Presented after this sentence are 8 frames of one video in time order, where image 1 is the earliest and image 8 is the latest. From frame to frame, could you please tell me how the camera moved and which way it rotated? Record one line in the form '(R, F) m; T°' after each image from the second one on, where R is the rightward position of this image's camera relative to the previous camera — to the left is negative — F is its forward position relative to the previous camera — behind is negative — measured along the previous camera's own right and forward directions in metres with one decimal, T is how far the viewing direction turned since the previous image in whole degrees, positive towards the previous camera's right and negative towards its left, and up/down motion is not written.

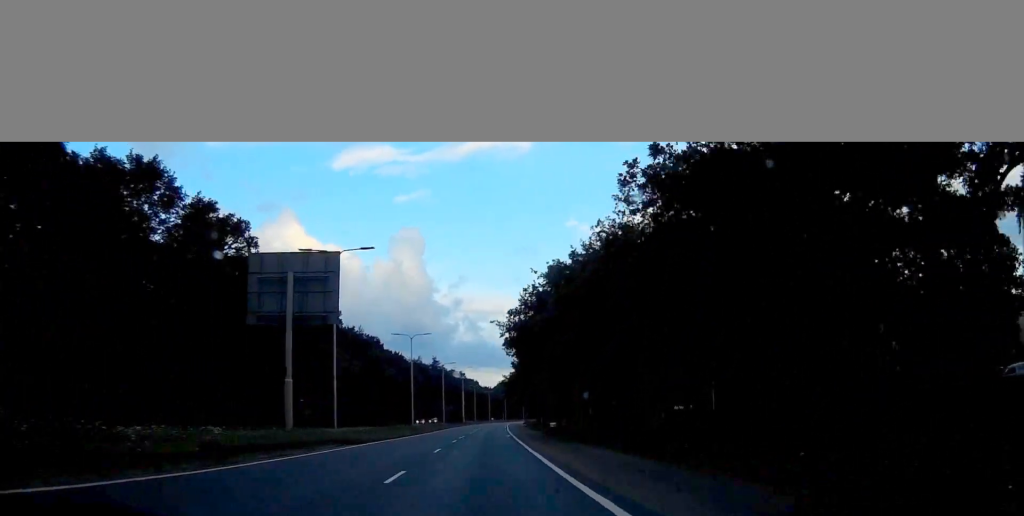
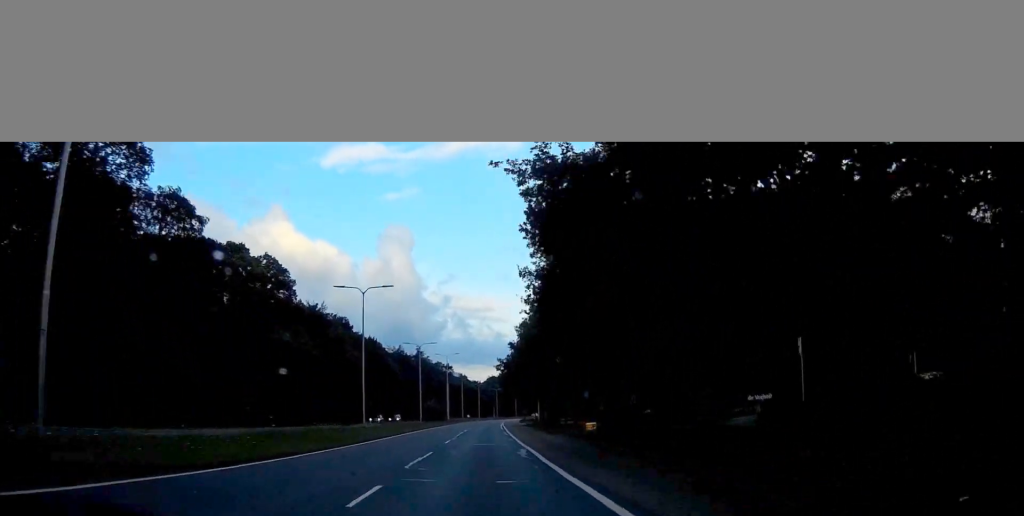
(0.0, +28.1) m; 0°
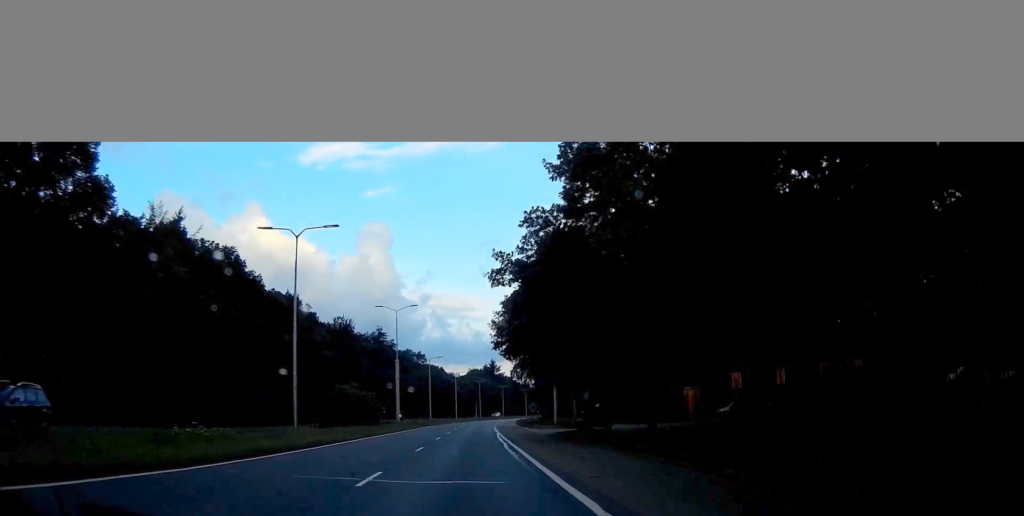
(+1.7, +58.0) m; +3°
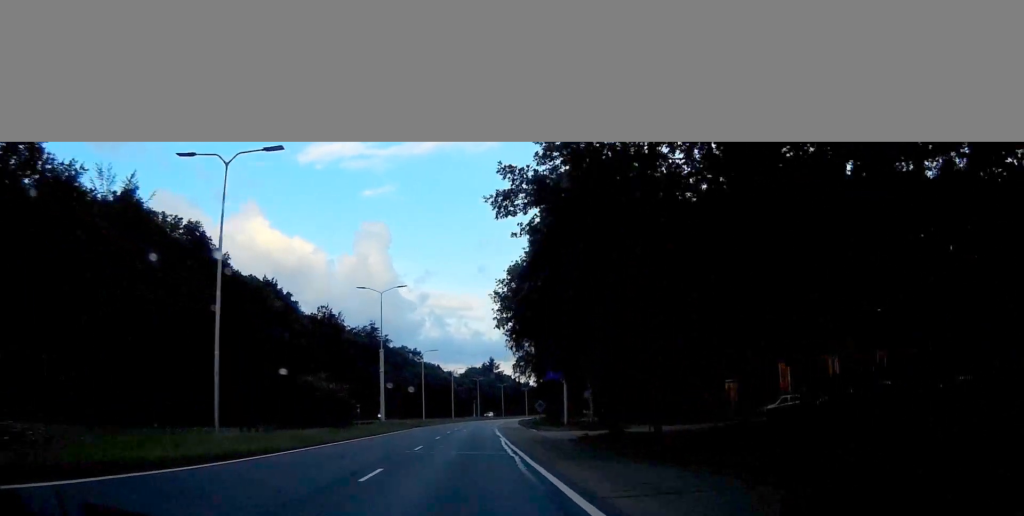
(+0.1, +11.2) m; 0°
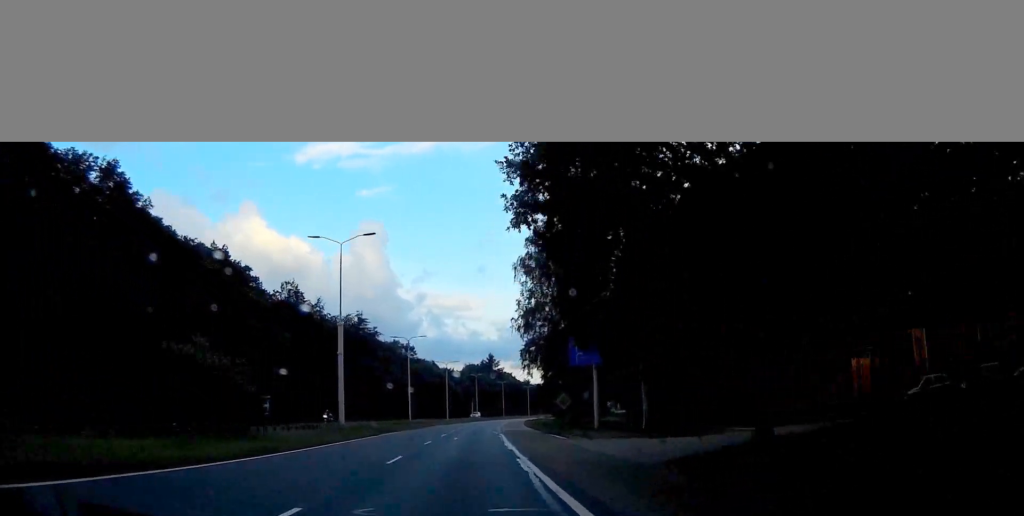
(0.0, +19.1) m; +1°
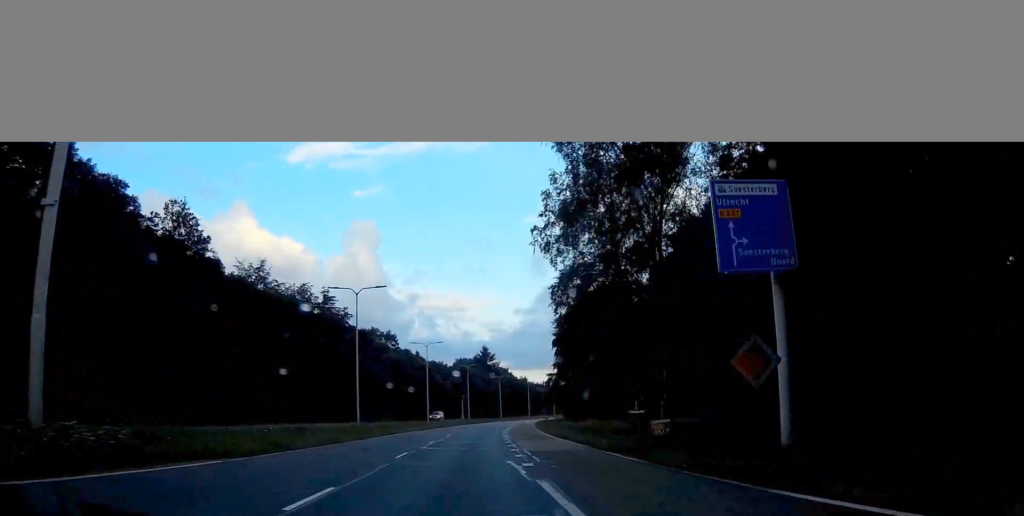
(+0.5, +33.2) m; +1°
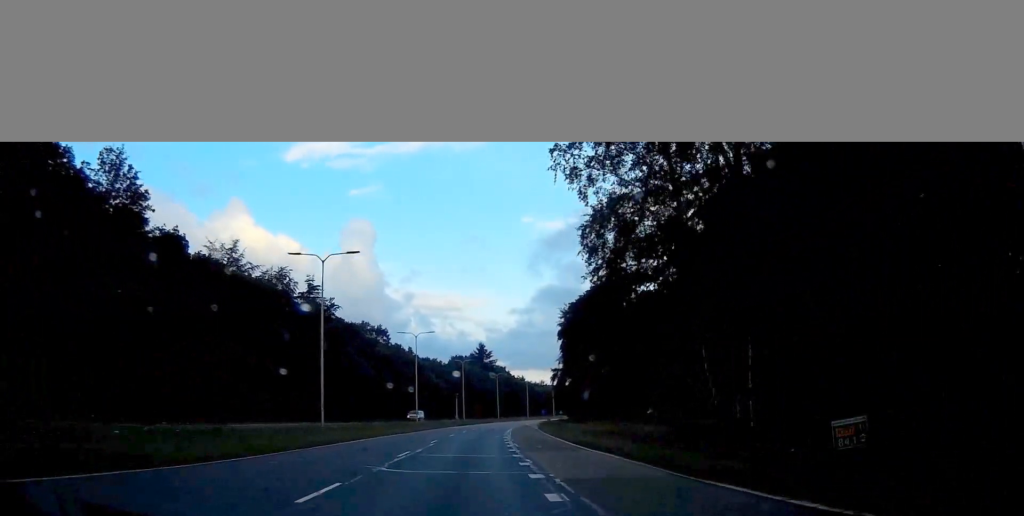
(+0.1, +11.0) m; 0°
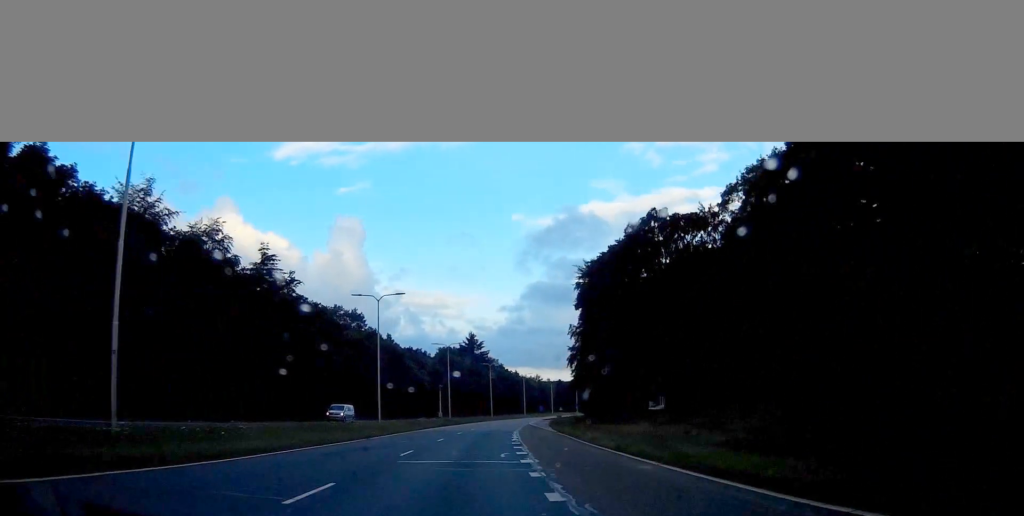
(-0.1, +24.5) m; 0°
